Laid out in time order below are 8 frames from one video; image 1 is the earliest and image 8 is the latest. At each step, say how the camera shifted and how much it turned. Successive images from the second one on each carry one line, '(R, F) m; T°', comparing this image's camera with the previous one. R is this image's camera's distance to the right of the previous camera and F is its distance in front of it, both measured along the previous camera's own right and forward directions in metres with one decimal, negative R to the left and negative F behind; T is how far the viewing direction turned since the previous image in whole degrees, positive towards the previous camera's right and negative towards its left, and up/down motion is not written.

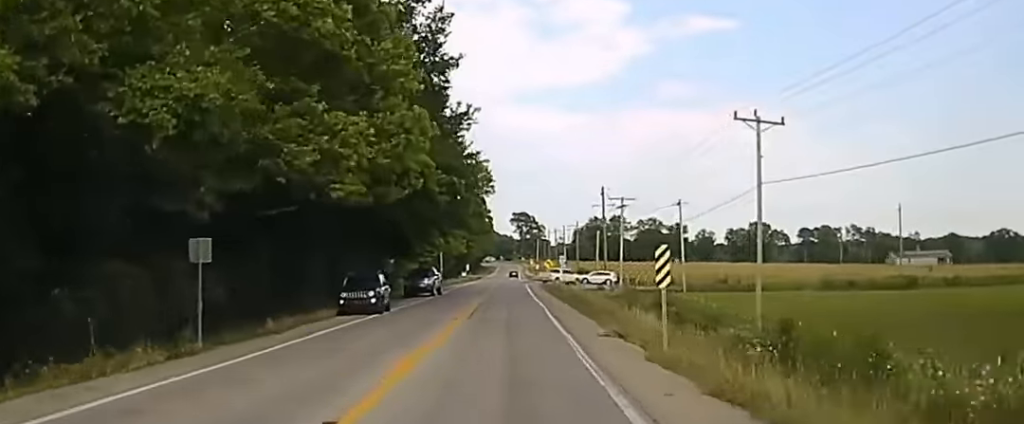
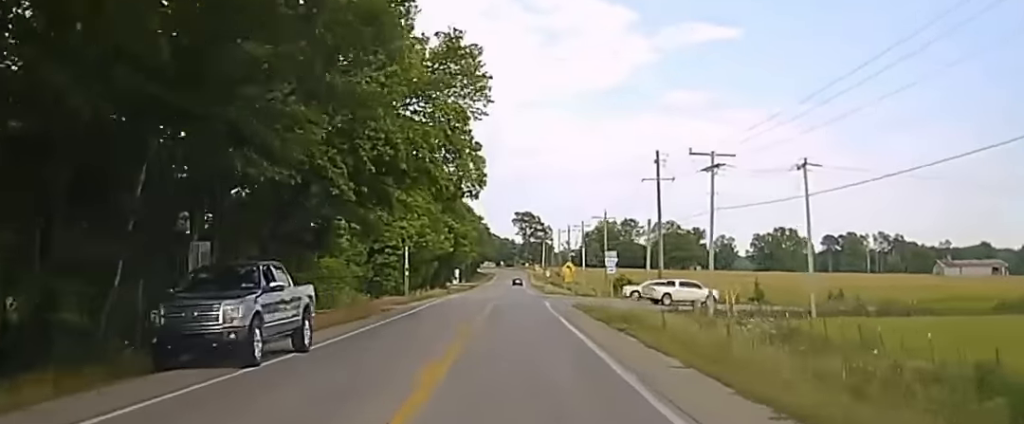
(-0.3, +51.6) m; 0°
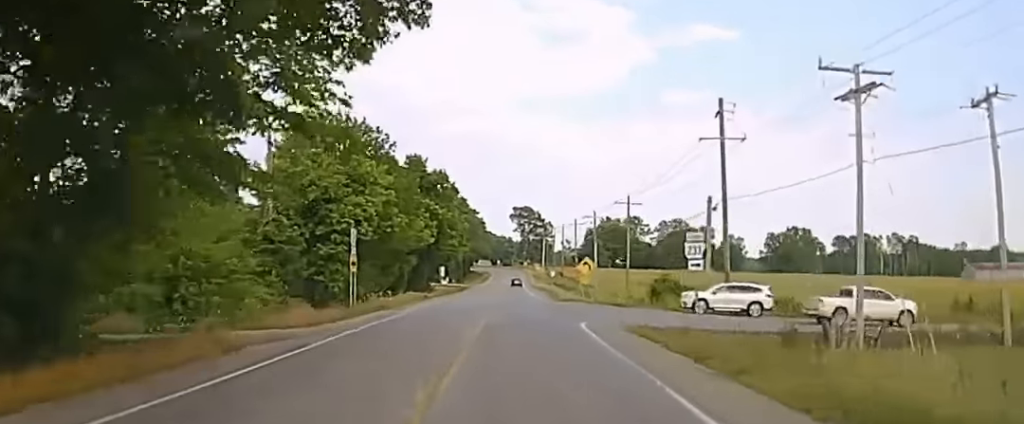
(0.0, +29.5) m; 0°
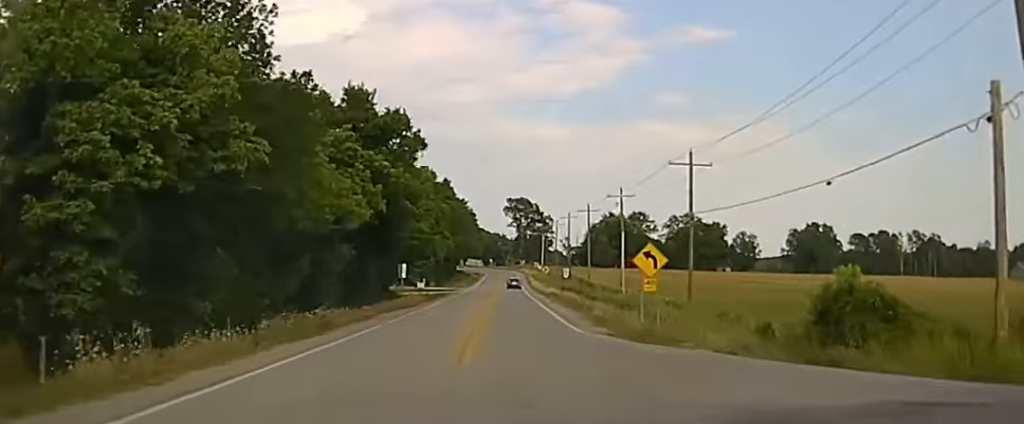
(-0.1, +40.4) m; 0°
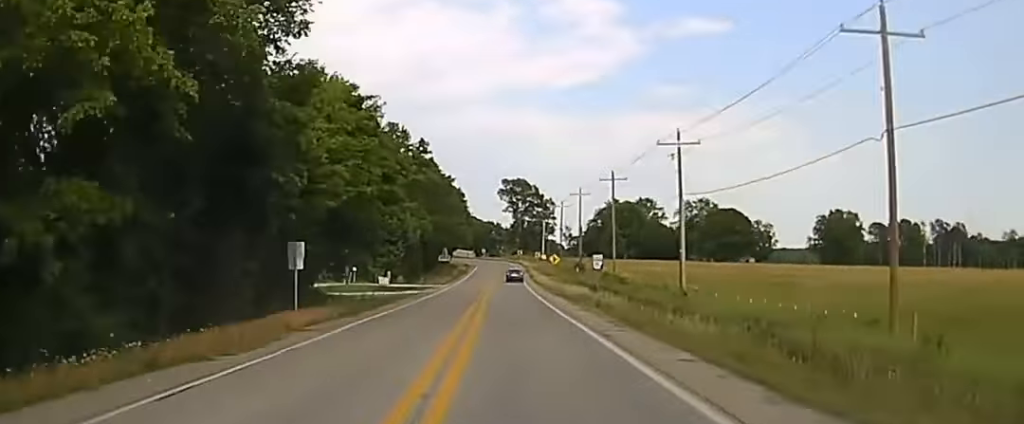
(+0.3, +42.1) m; +1°
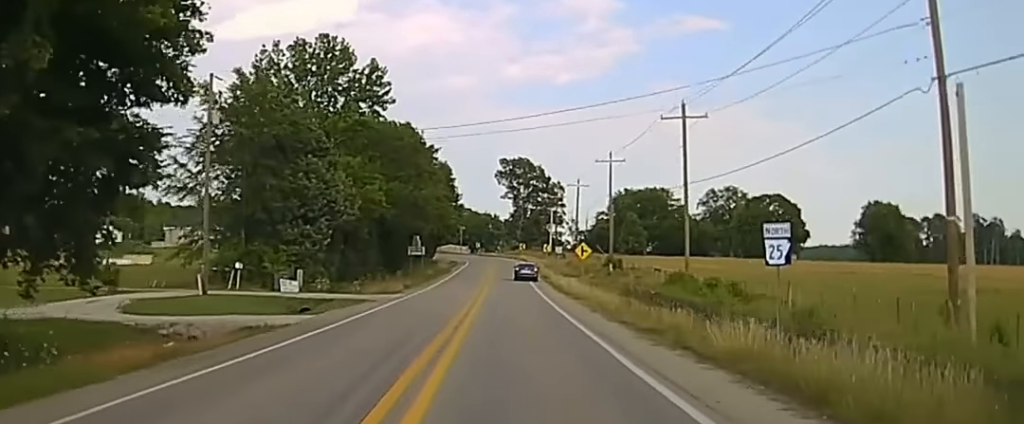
(+0.1, +42.2) m; 0°
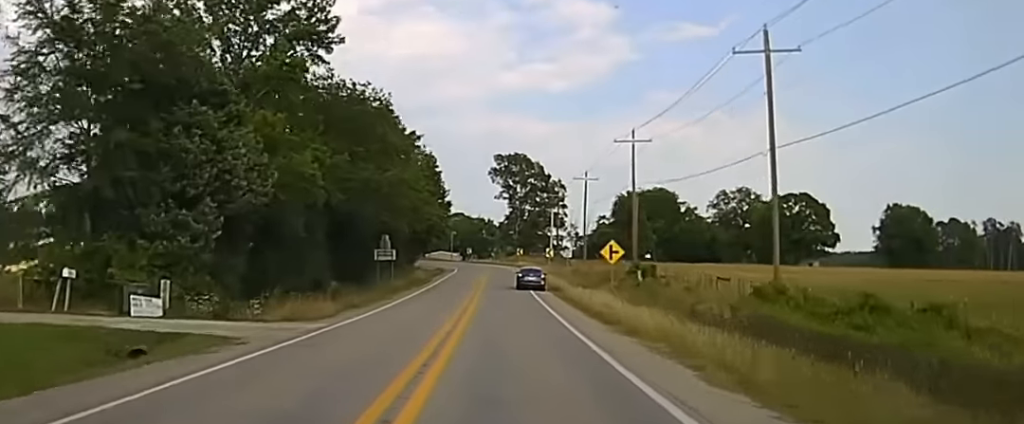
(0.0, +20.2) m; 0°
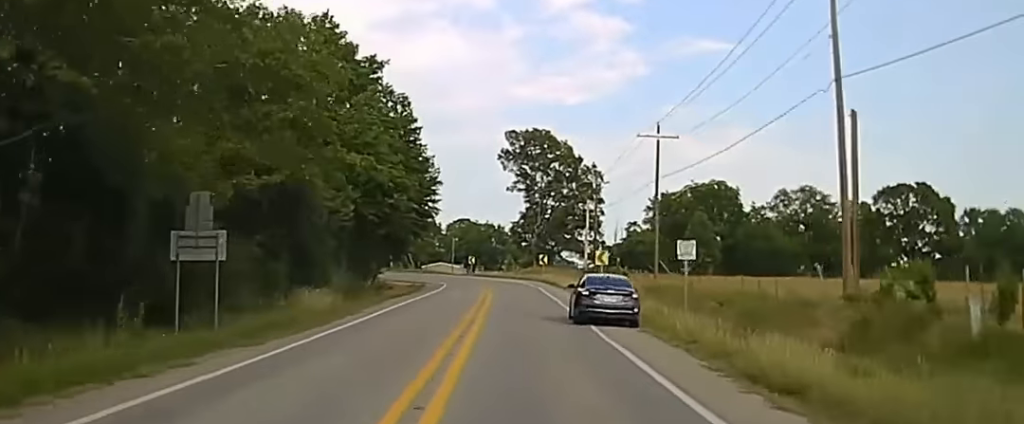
(0.0, +46.4) m; -1°
